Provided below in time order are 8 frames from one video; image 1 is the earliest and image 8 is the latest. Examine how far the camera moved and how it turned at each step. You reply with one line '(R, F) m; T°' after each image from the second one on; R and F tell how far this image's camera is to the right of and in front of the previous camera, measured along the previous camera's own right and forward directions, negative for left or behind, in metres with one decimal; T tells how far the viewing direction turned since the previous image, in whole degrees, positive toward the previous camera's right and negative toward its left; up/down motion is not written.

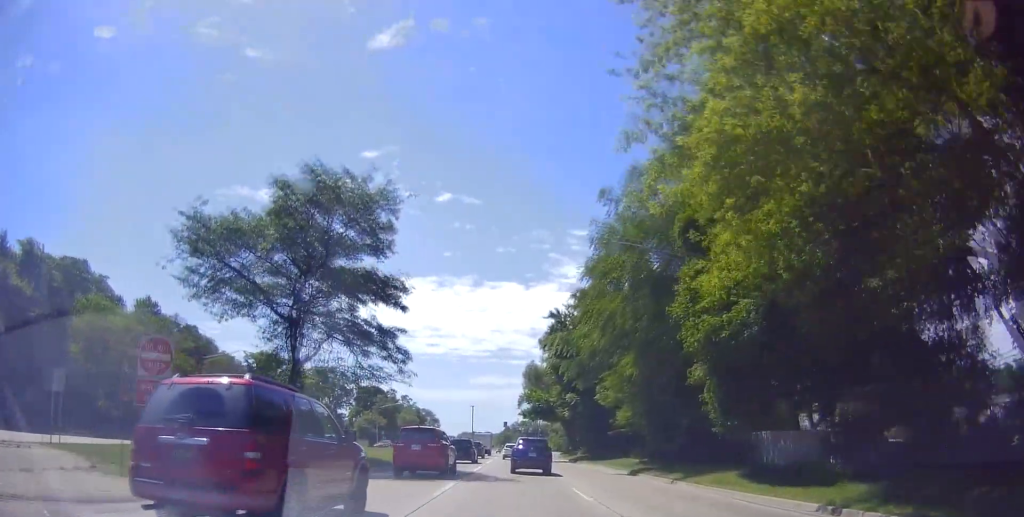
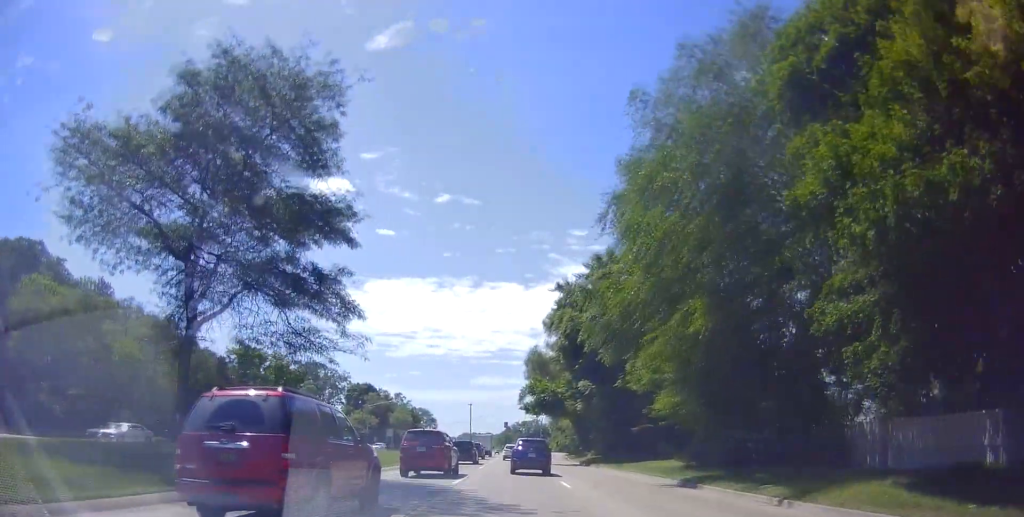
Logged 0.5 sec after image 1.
(-0.2, +9.9) m; 0°
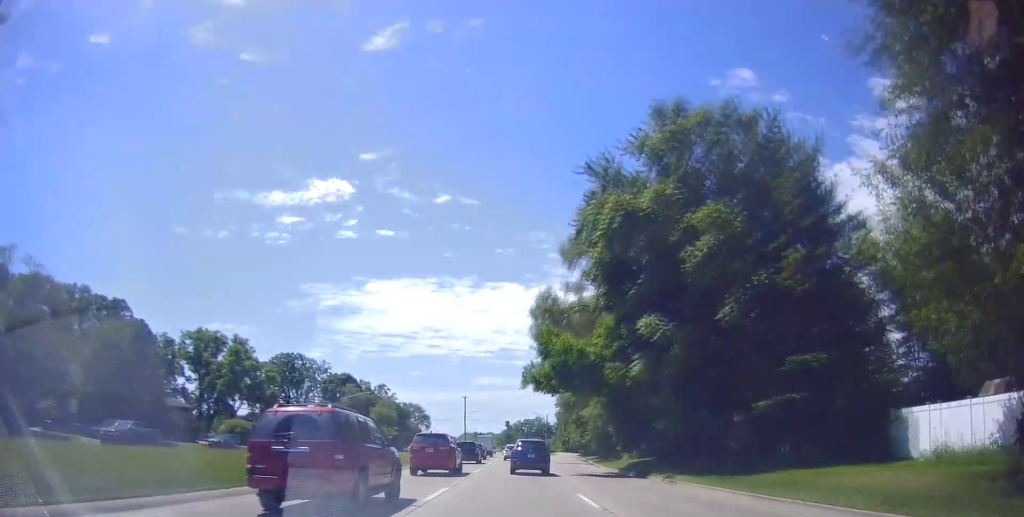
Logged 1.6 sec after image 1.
(+0.4, +20.5) m; +1°
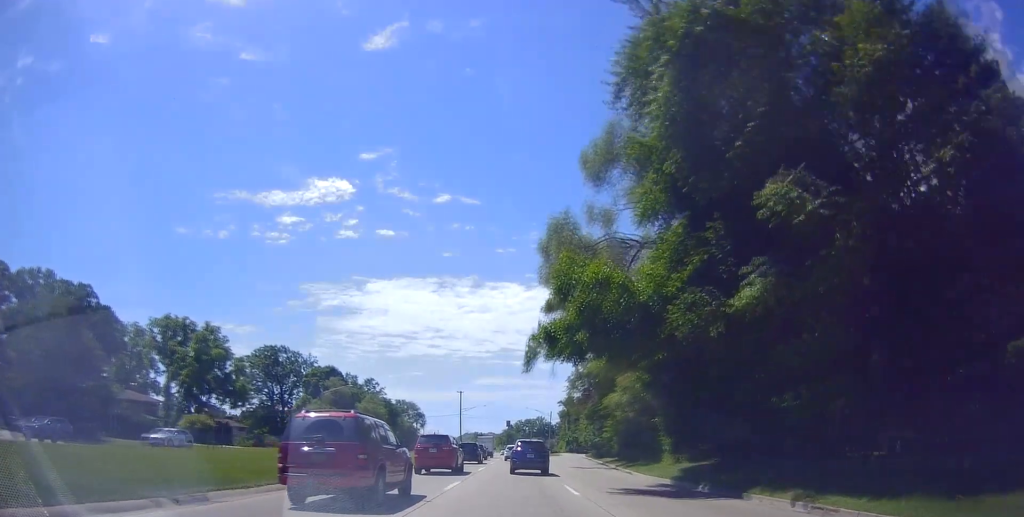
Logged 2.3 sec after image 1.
(0.0, +11.9) m; +1°
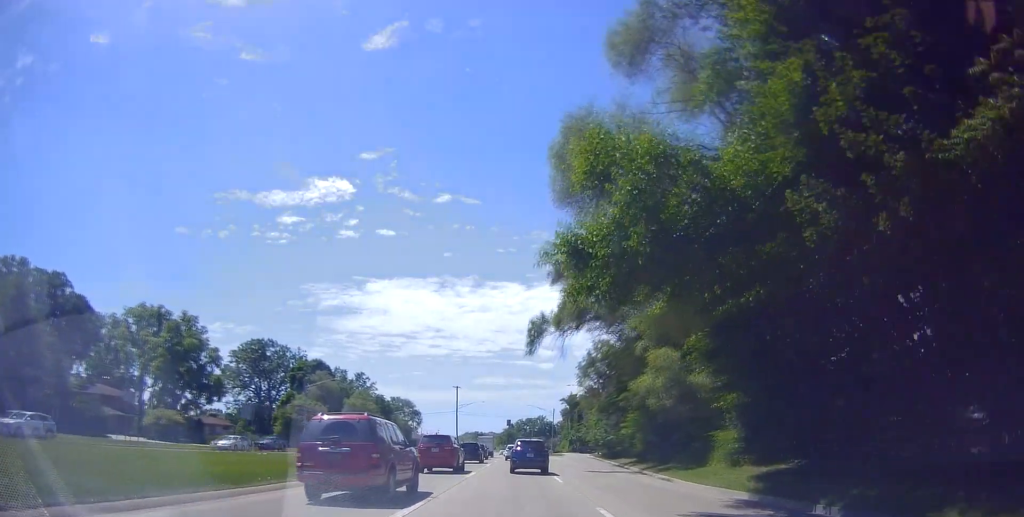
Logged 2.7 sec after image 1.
(0.0, +8.2) m; 0°
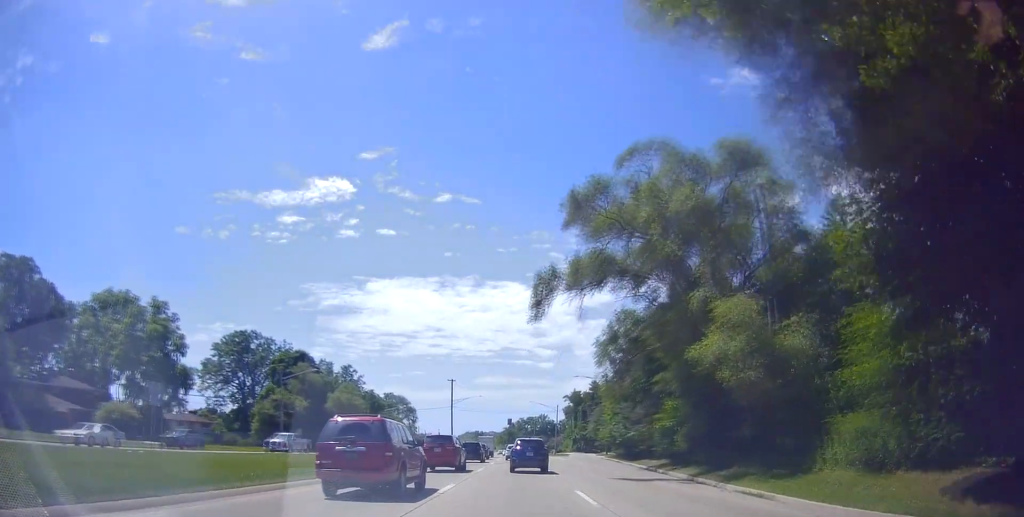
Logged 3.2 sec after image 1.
(+0.2, +9.6) m; -1°
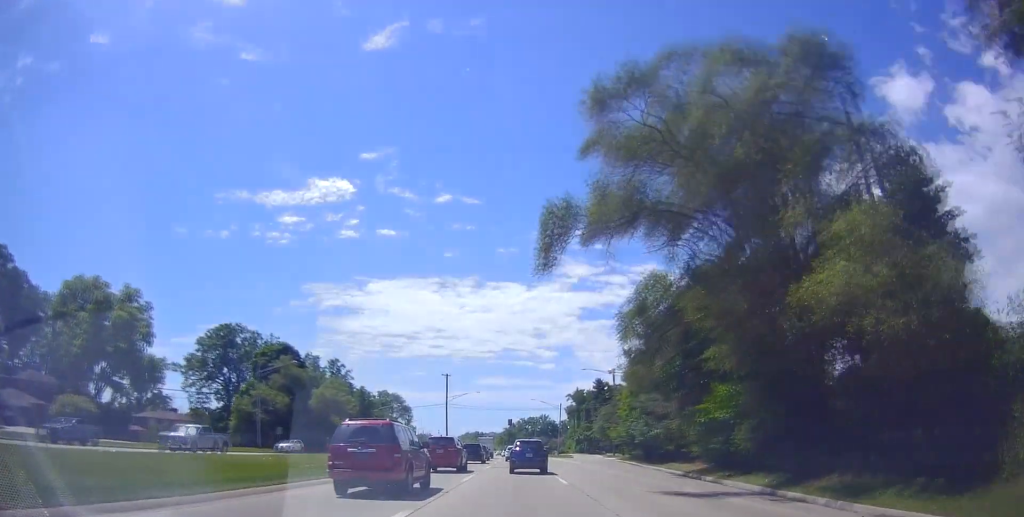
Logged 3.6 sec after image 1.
(+0.3, +7.7) m; 0°
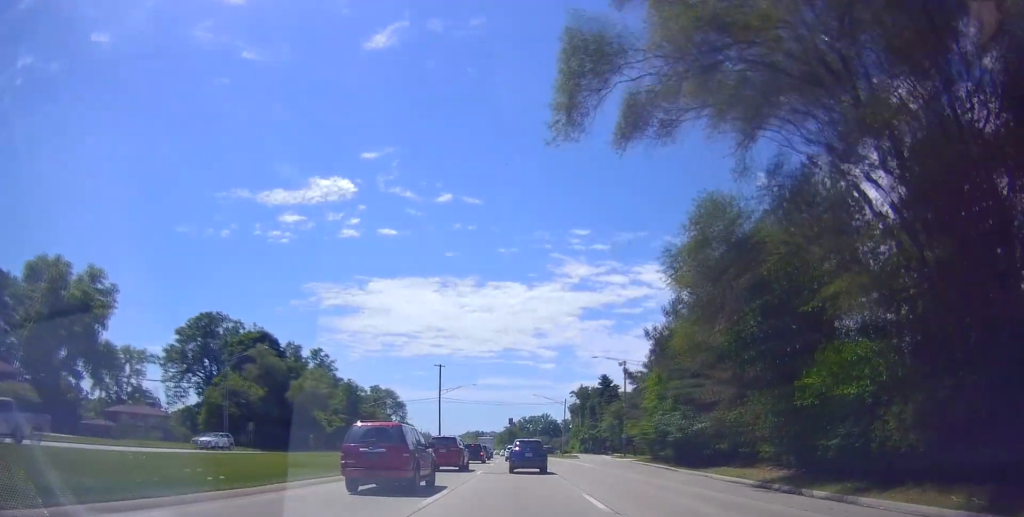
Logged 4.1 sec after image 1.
(-0.4, +9.1) m; -1°
